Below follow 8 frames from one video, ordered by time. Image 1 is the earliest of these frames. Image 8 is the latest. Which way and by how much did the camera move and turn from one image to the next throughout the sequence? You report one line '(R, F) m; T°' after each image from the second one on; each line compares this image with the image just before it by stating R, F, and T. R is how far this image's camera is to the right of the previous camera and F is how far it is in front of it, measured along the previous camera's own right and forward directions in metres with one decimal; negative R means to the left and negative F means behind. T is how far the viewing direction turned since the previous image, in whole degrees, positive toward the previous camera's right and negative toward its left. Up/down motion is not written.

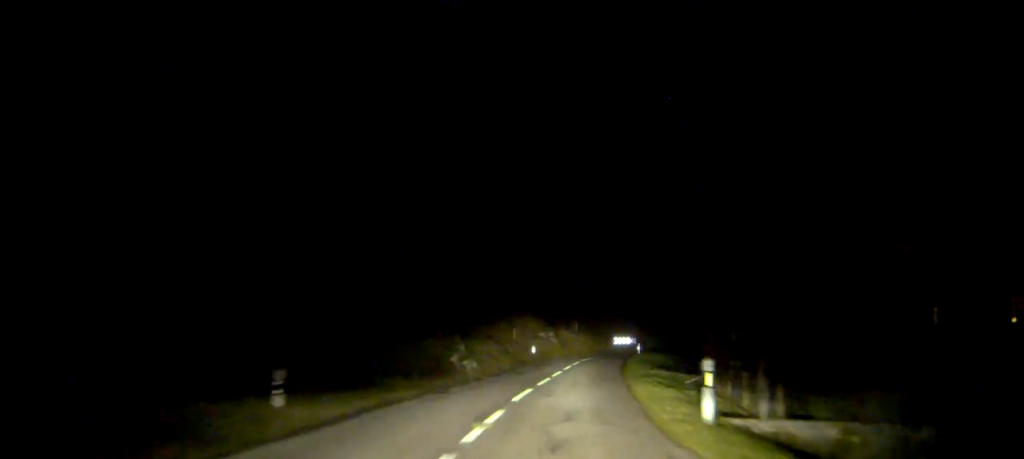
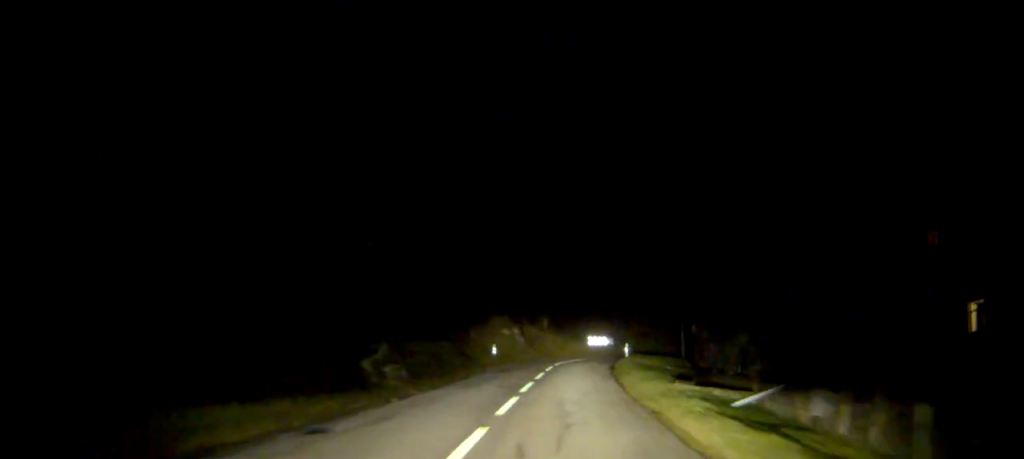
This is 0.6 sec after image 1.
(+0.5, +9.8) m; +5°
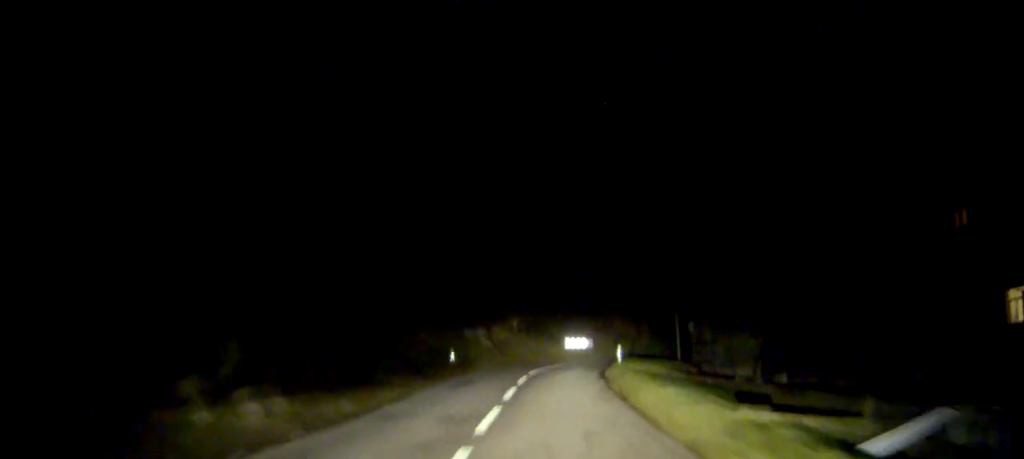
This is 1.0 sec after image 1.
(+0.4, +7.9) m; +2°
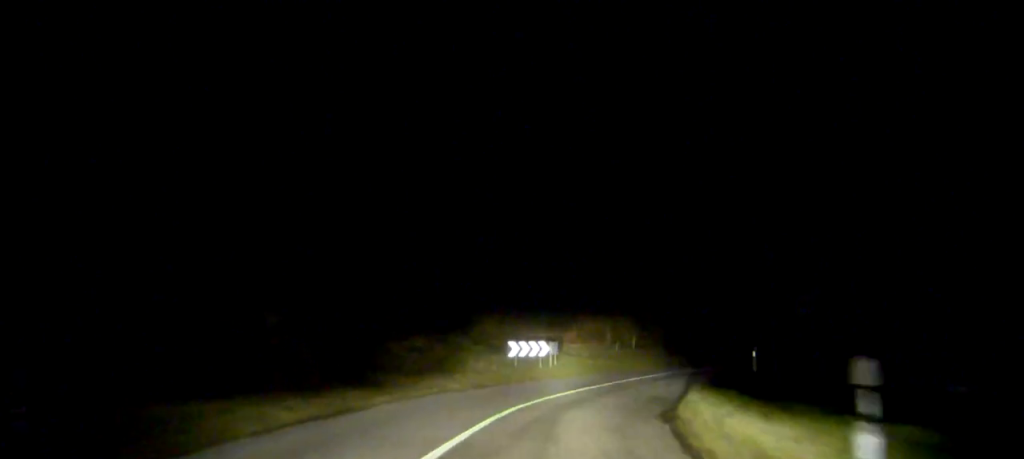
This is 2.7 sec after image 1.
(+1.6, +26.2) m; +8°
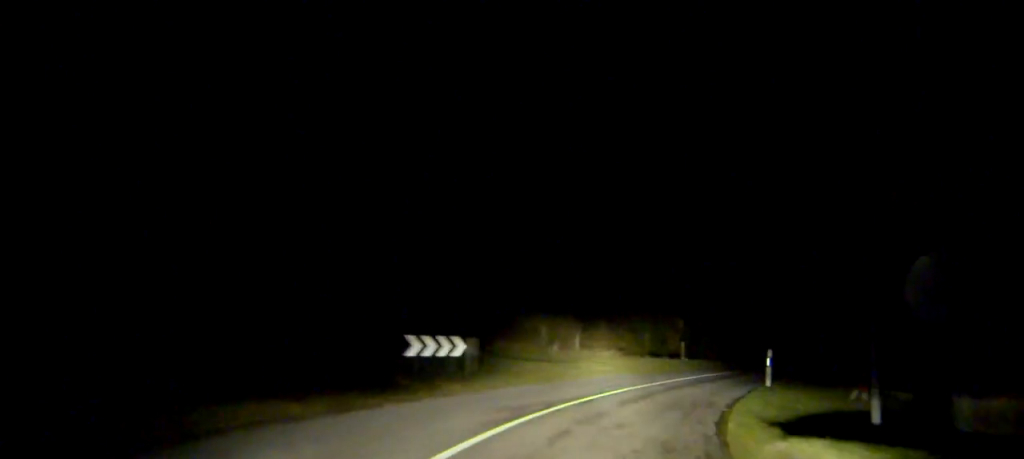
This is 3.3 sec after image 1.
(+0.1, +9.8) m; +5°
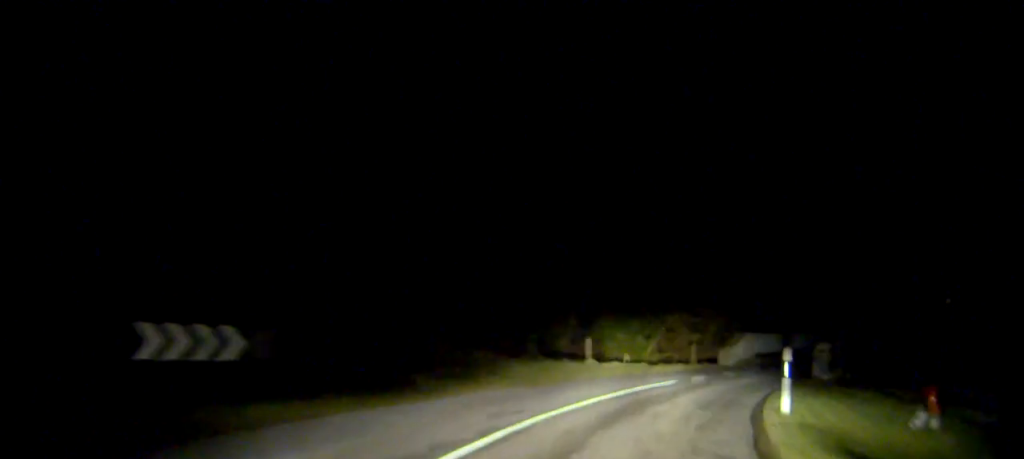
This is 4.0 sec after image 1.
(+0.8, +9.1) m; +13°
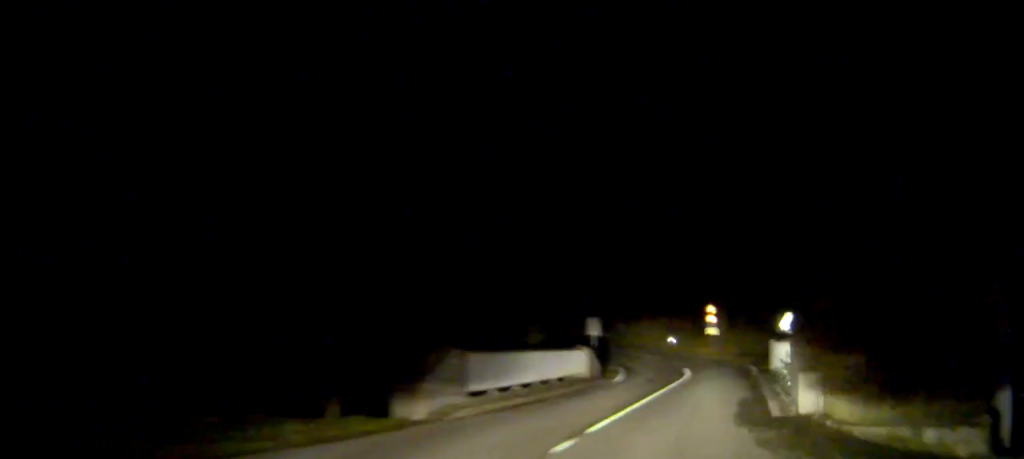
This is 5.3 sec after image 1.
(+4.0, +16.2) m; +26°
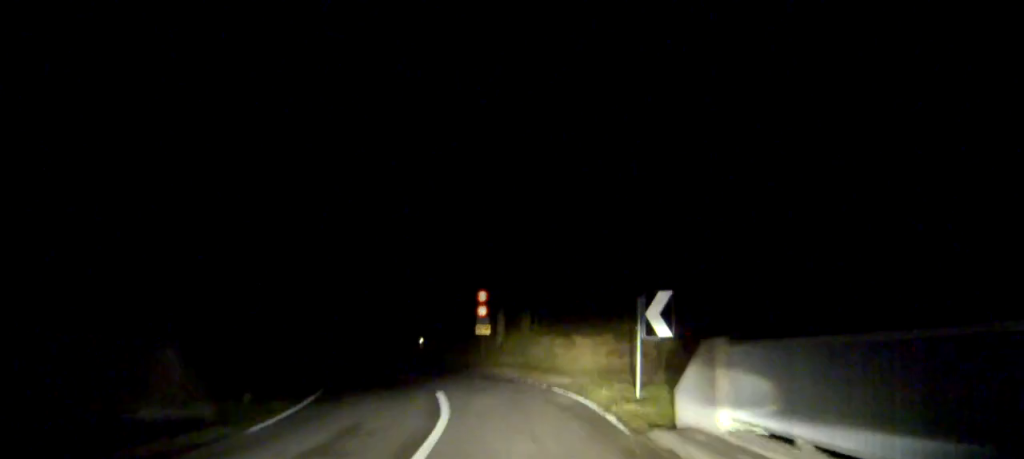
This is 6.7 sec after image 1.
(+2.3, +17.0) m; +9°
